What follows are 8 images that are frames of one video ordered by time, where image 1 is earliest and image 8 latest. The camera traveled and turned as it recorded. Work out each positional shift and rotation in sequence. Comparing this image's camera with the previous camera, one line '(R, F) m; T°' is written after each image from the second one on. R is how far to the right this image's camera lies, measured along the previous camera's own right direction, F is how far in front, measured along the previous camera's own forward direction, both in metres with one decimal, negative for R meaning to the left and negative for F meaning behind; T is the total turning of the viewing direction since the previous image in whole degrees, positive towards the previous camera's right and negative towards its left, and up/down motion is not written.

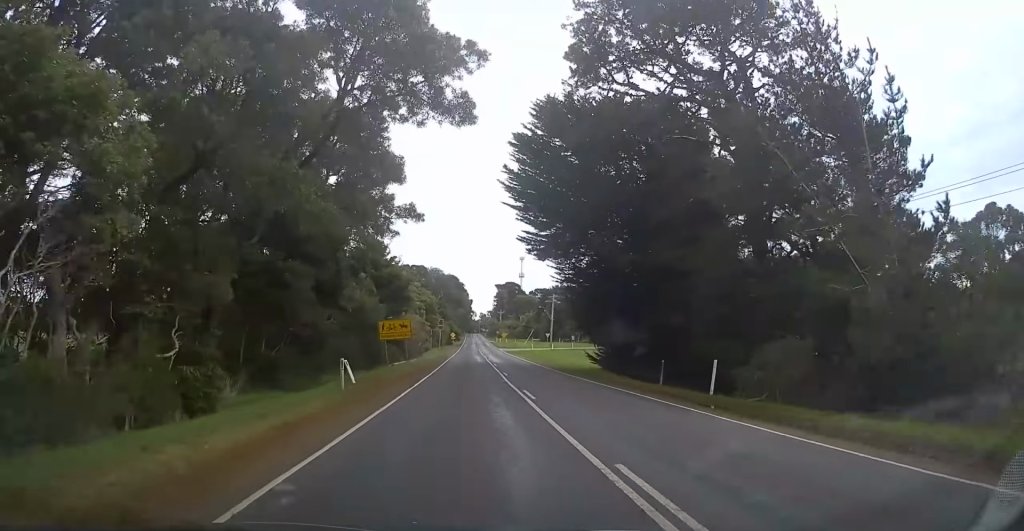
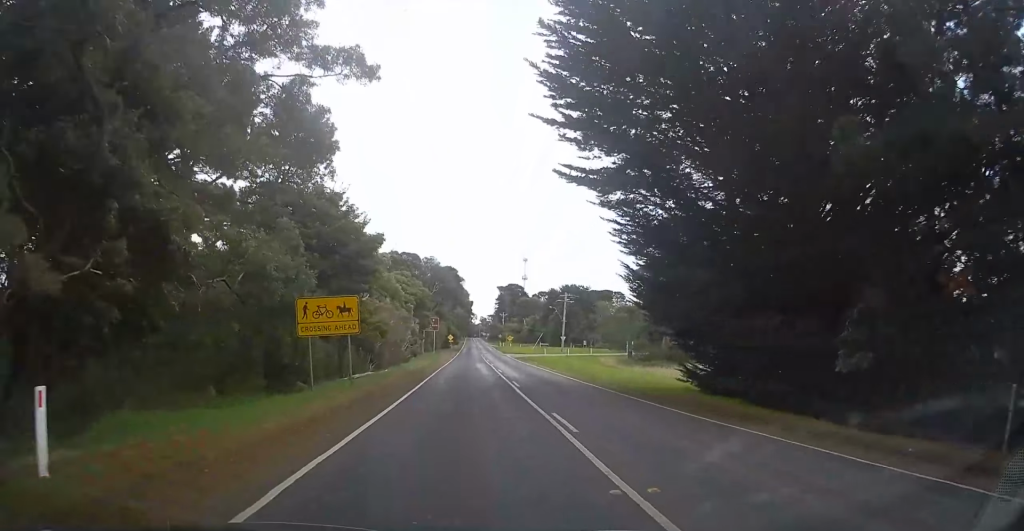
(-0.3, +17.6) m; -1°
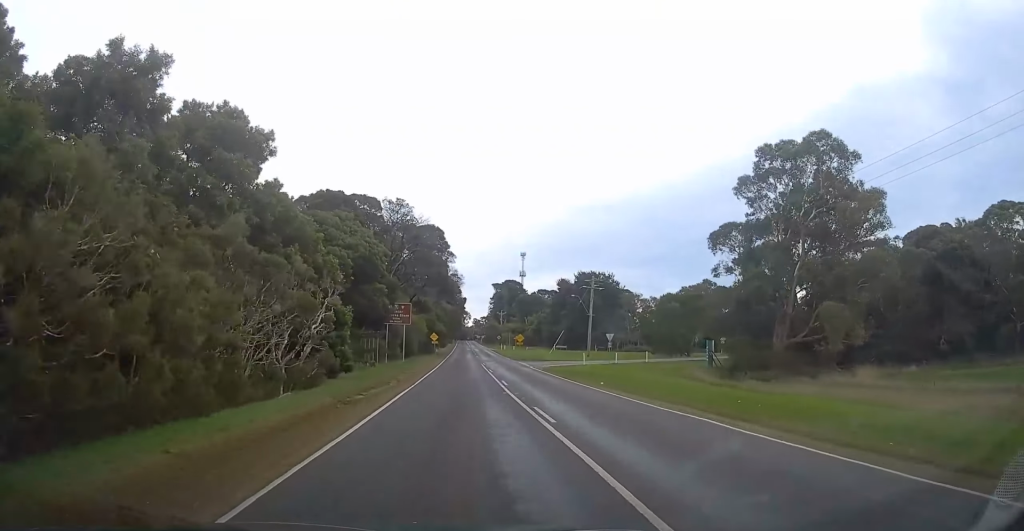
(+0.3, +34.6) m; 0°
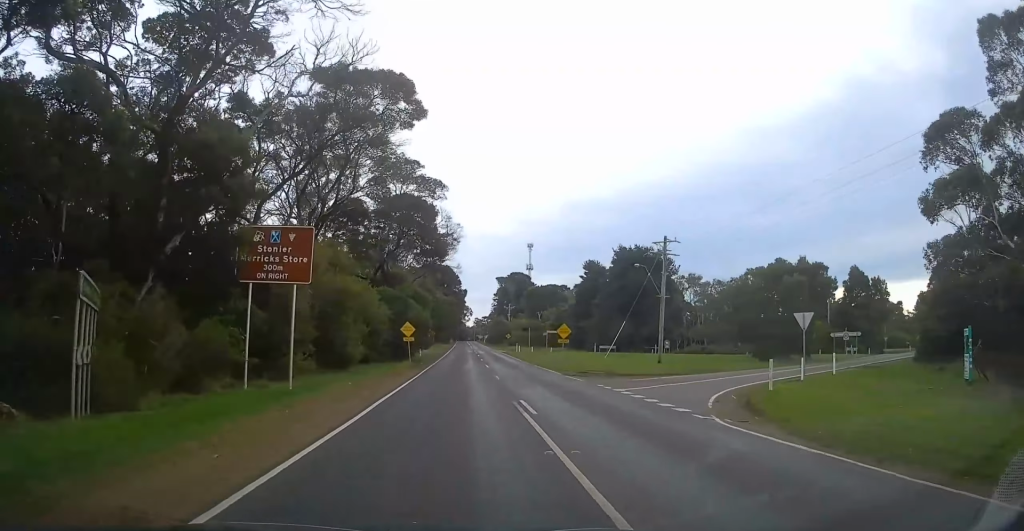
(0.0, +34.0) m; 0°
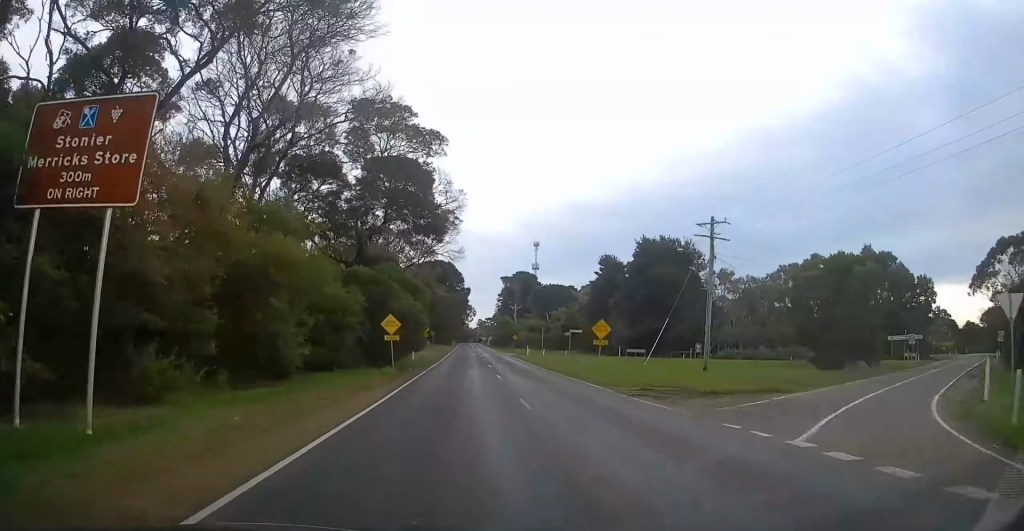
(0.0, +11.5) m; 0°
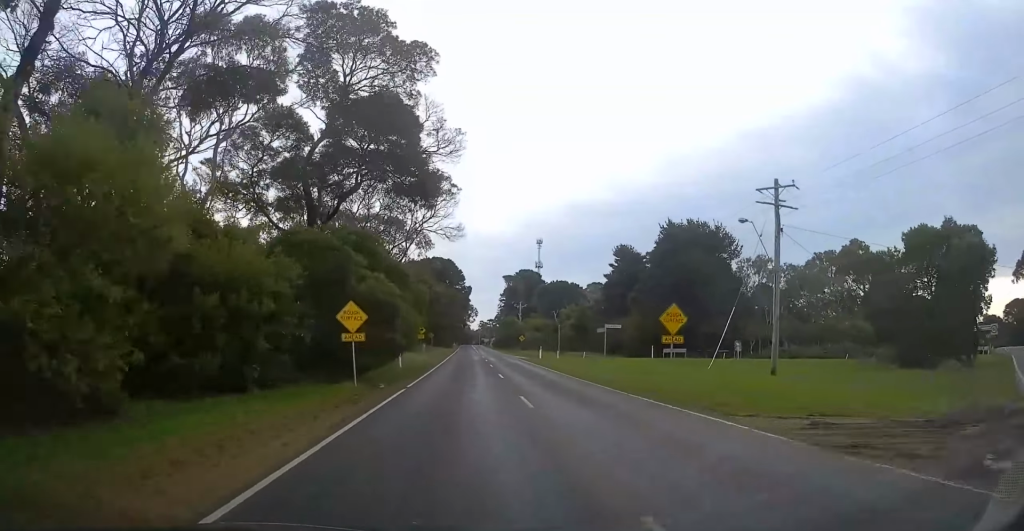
(0.0, +11.0) m; 0°
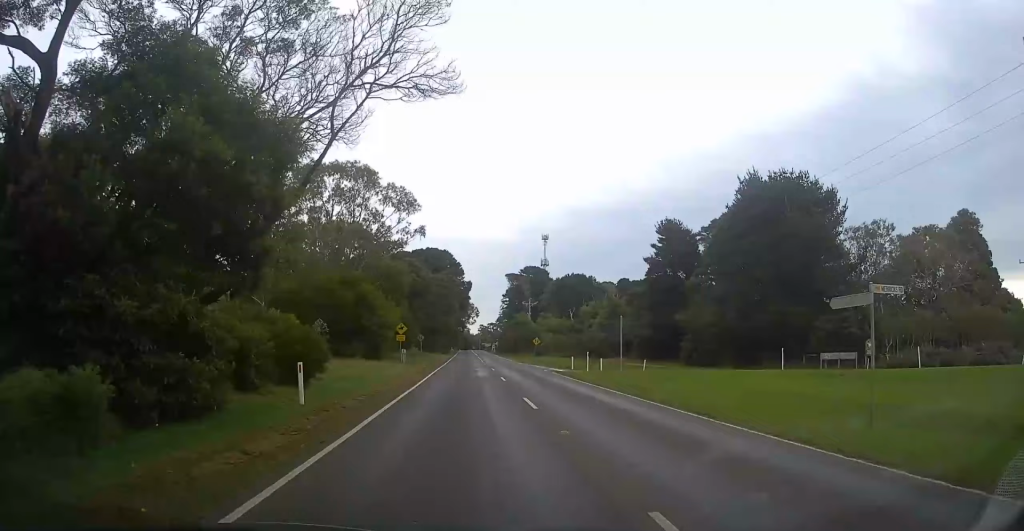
(-0.1, +23.4) m; 0°
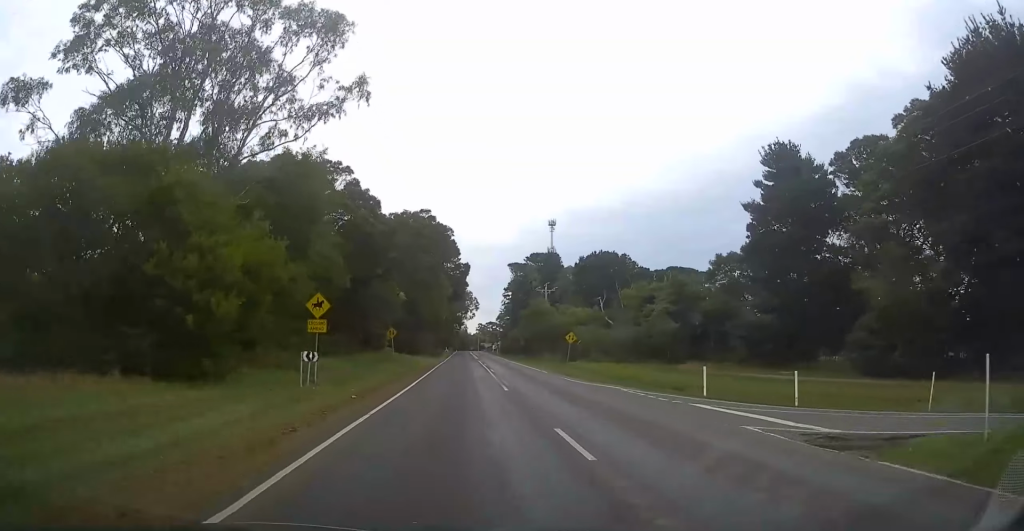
(+0.2, +29.5) m; 0°
